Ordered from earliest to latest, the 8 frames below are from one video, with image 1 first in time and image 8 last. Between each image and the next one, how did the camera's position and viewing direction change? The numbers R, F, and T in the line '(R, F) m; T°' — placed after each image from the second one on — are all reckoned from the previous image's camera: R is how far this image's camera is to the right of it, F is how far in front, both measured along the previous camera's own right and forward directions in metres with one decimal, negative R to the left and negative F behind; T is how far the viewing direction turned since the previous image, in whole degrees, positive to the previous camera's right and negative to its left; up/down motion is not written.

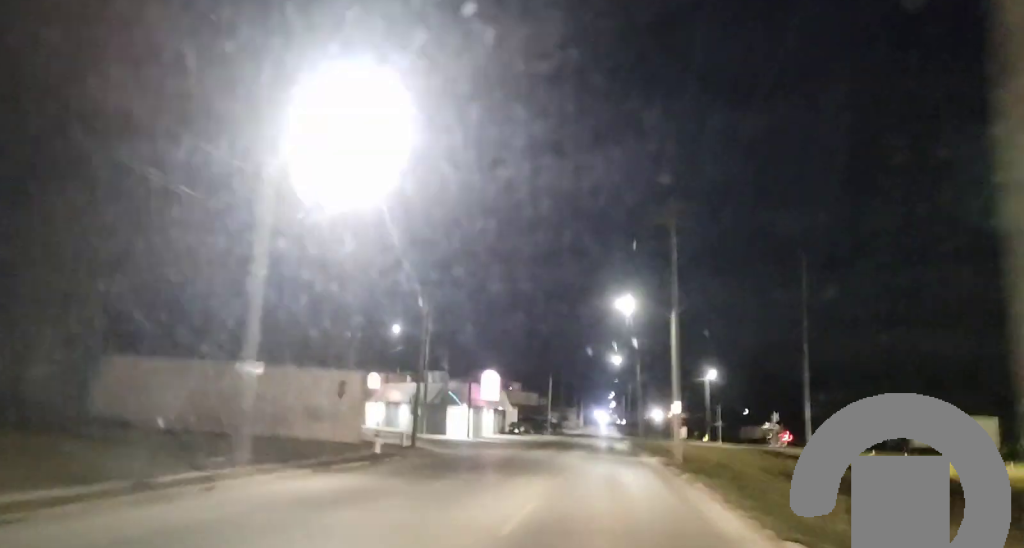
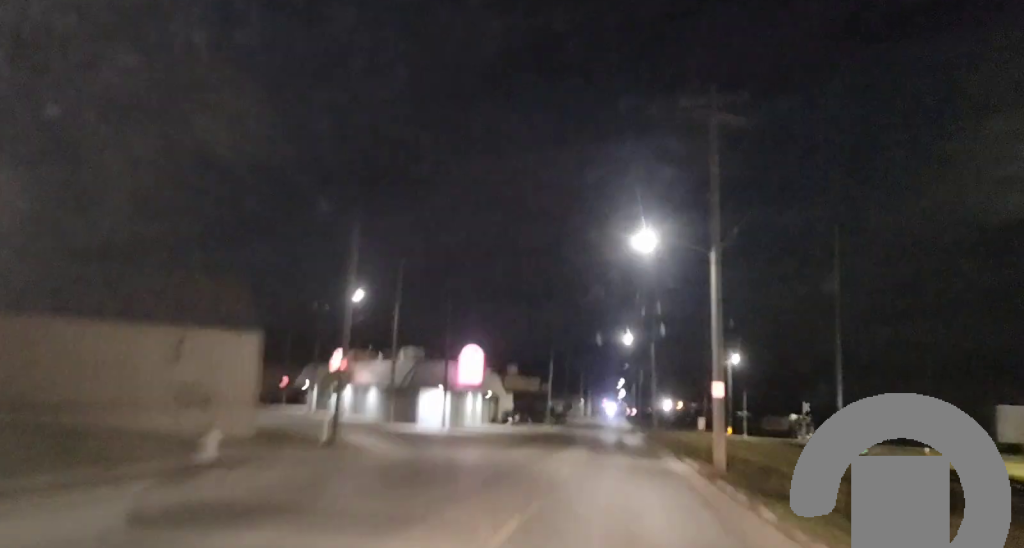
(-0.1, +14.8) m; 0°
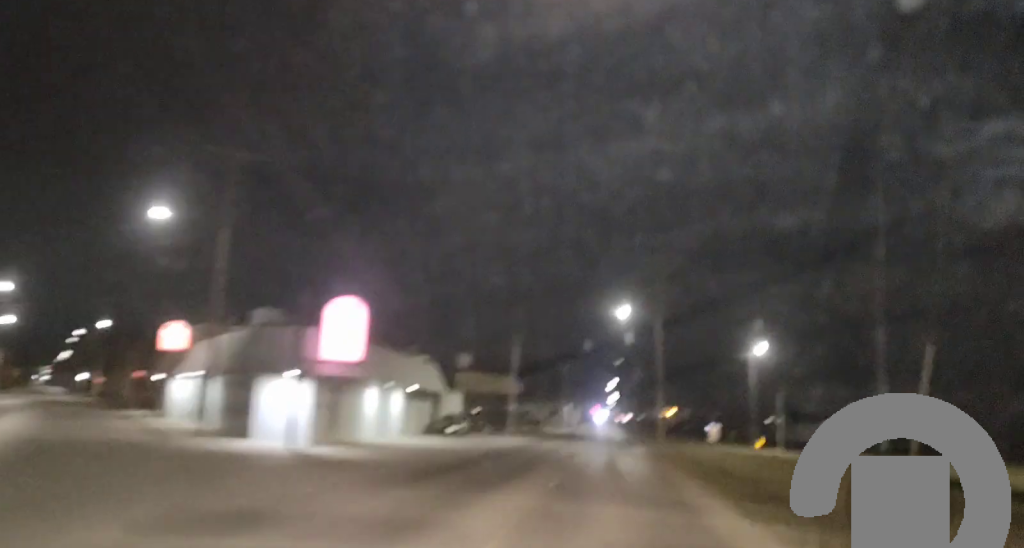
(+0.2, +25.8) m; 0°
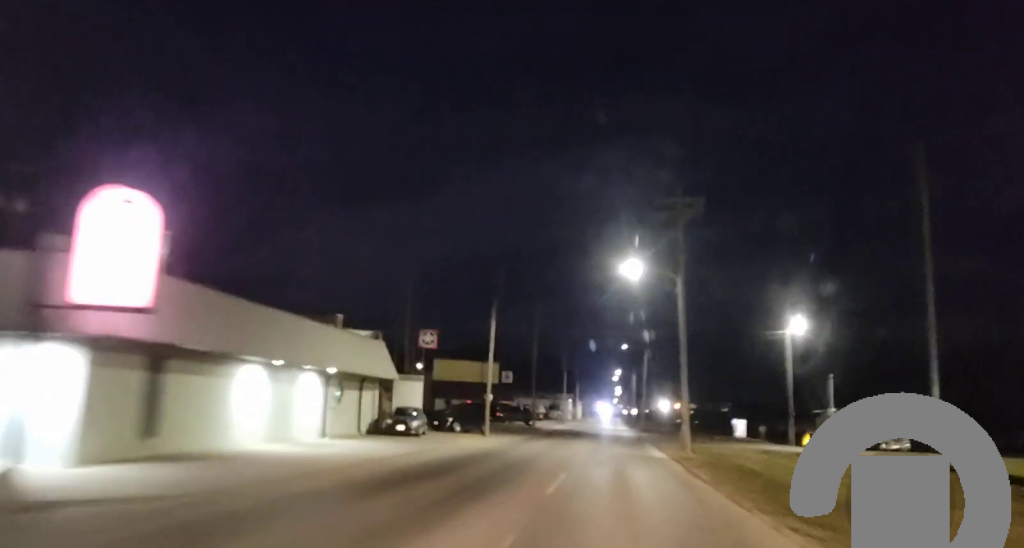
(-0.1, +14.9) m; -1°
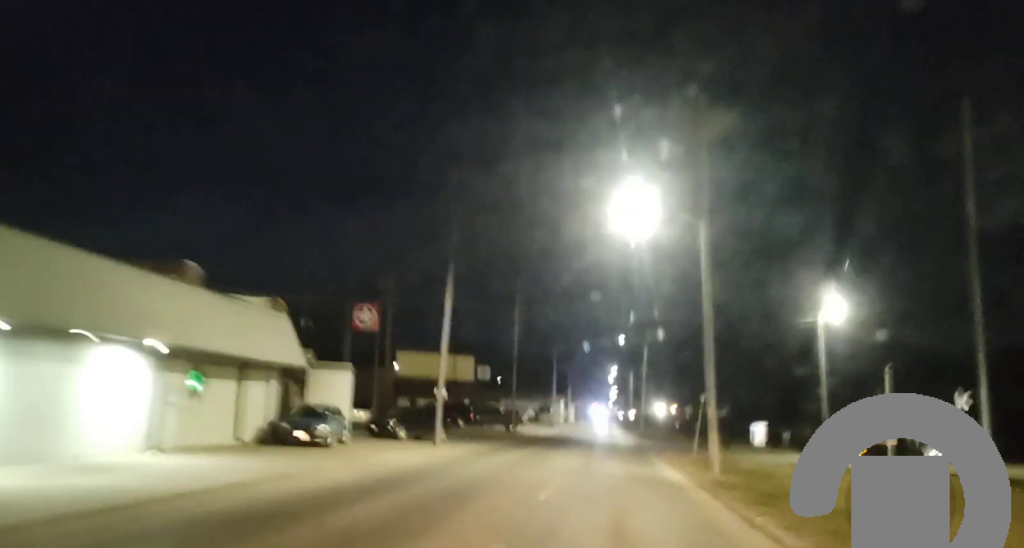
(-0.1, +13.5) m; 0°
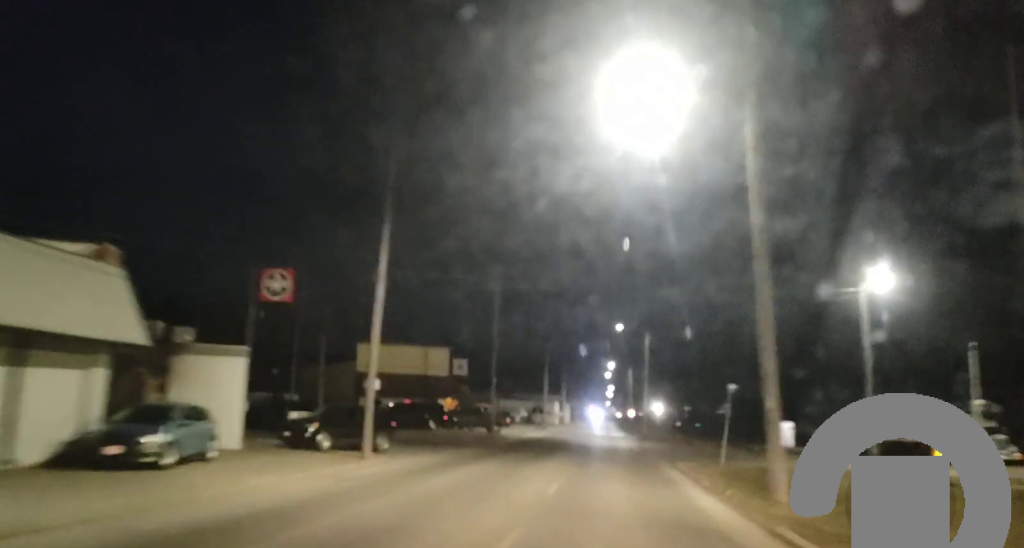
(+0.1, +10.4) m; +1°
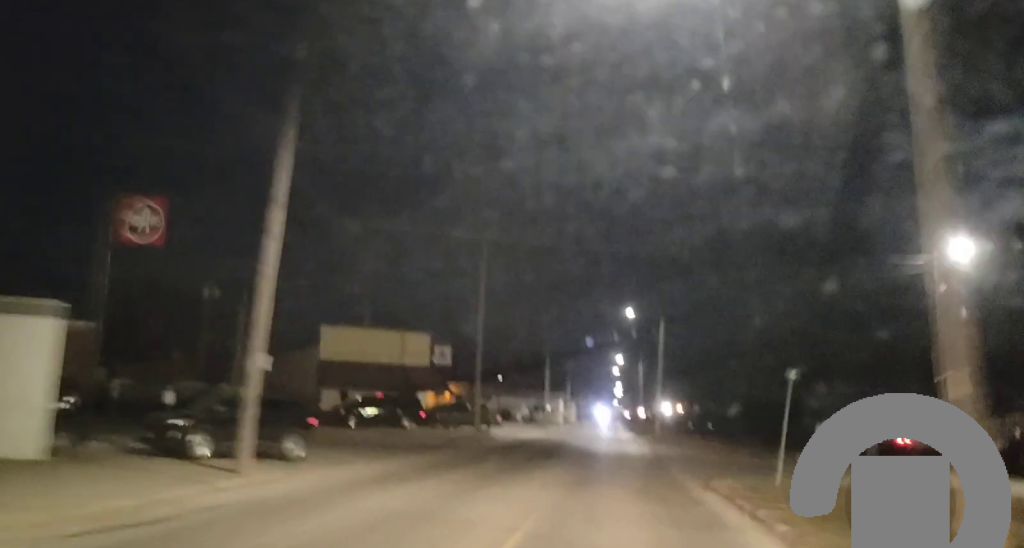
(+0.1, +9.6) m; +1°
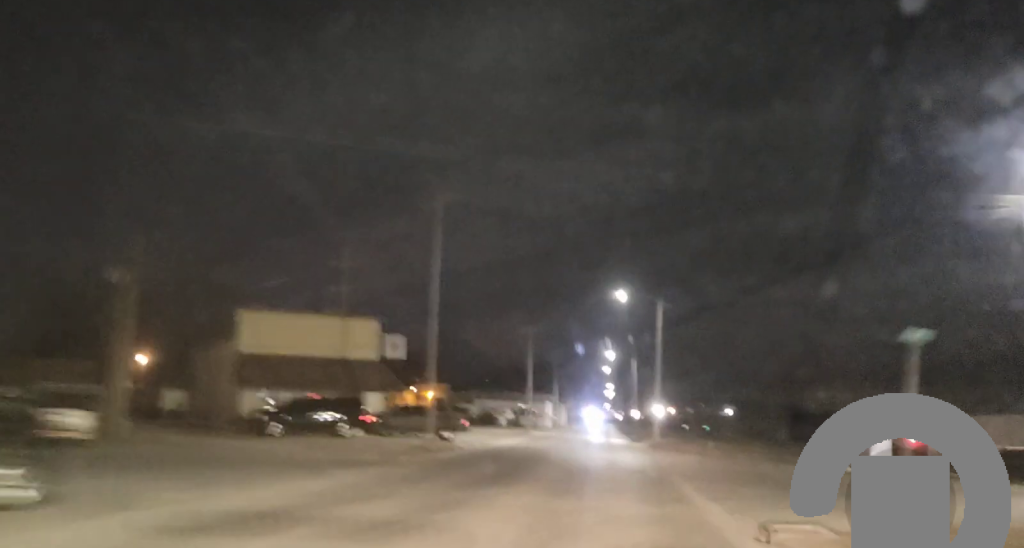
(+0.1, +9.6) m; 0°
